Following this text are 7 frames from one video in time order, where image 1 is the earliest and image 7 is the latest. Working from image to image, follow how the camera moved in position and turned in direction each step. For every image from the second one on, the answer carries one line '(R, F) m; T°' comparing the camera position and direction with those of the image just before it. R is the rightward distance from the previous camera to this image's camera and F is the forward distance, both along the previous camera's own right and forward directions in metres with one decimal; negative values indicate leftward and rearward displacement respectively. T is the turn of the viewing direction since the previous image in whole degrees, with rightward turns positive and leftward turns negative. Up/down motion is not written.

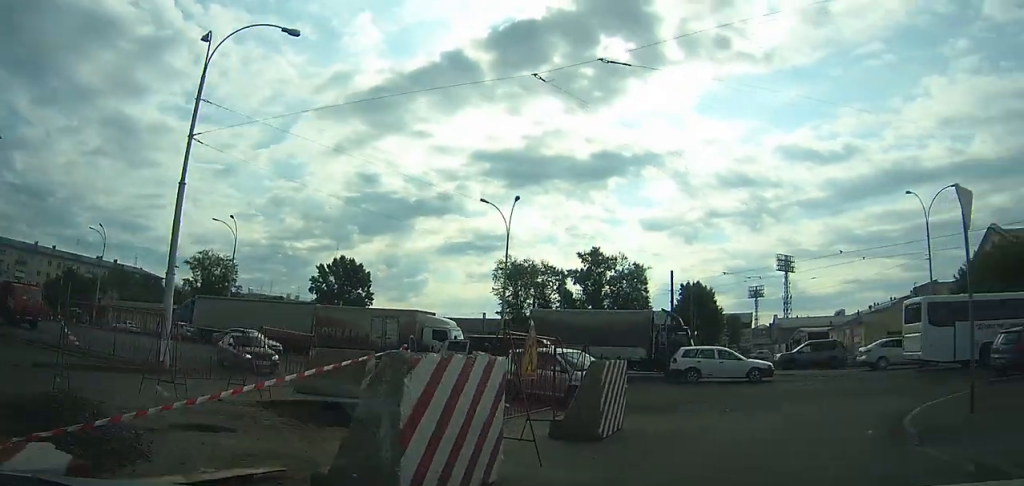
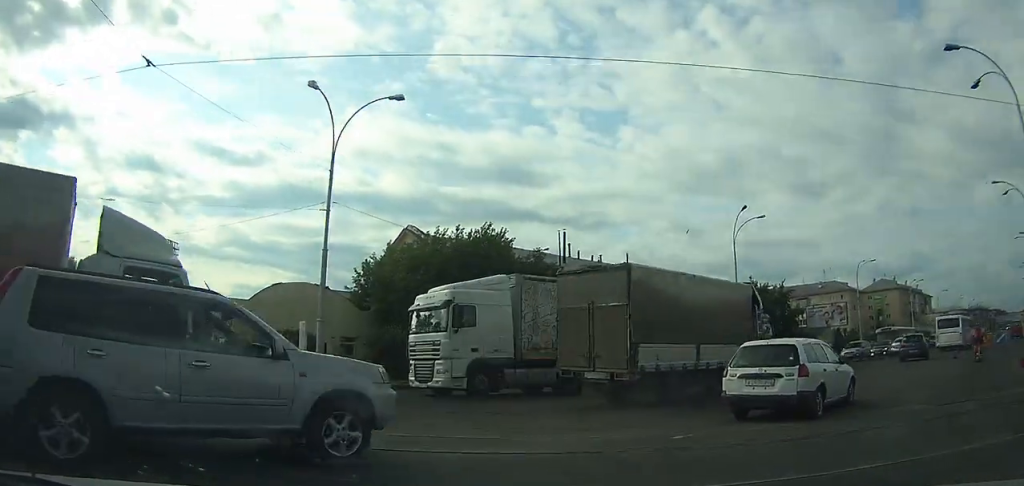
(+7.6, +13.0) m; +78°
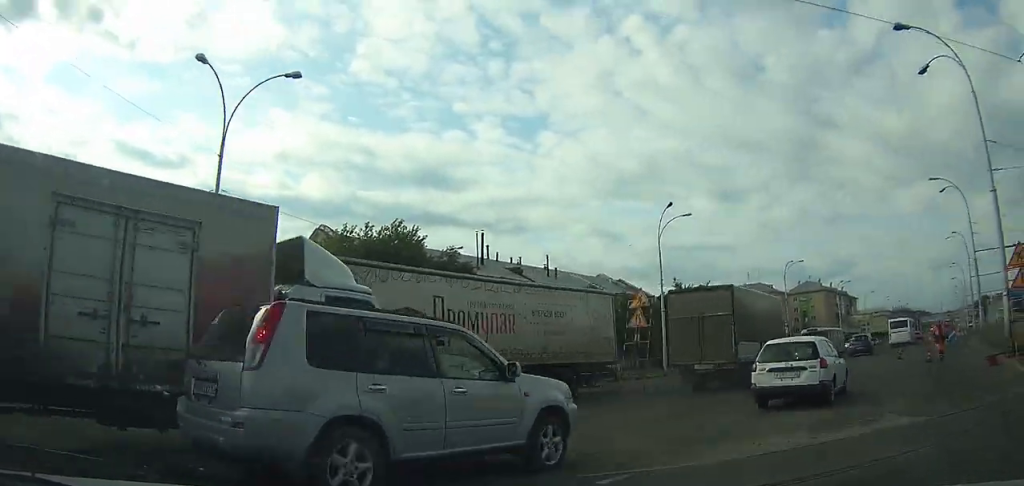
(+0.4, +3.4) m; +12°
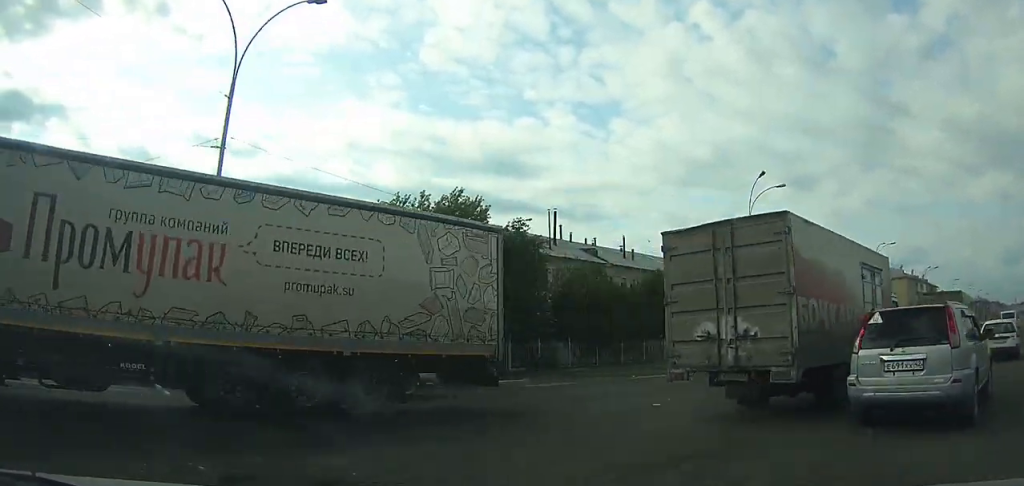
(+1.4, +8.1) m; +14°
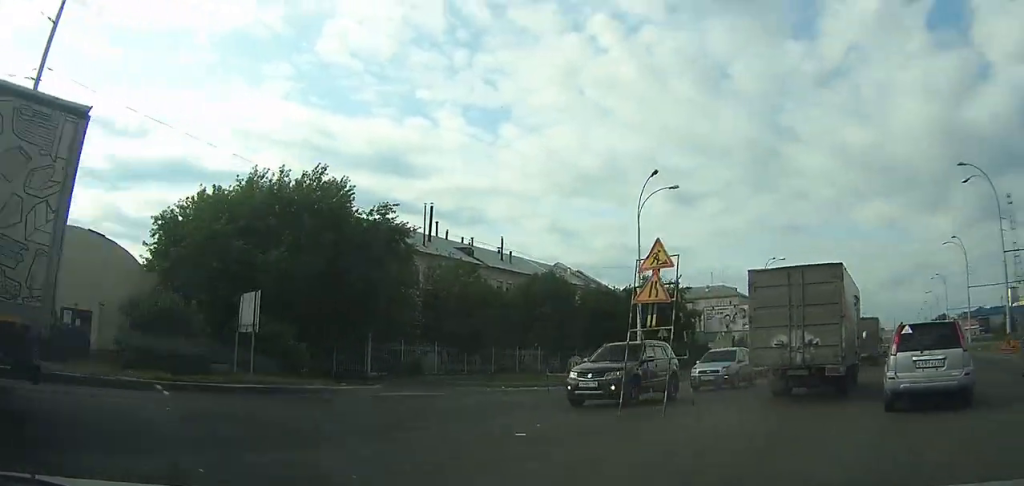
(+0.2, +4.6) m; +5°
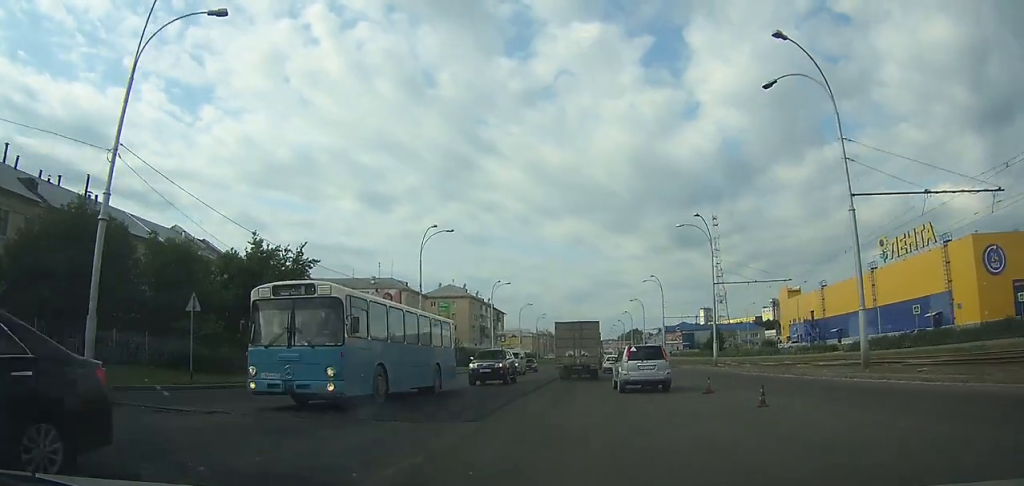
(+2.5, +22.6) m; +10°
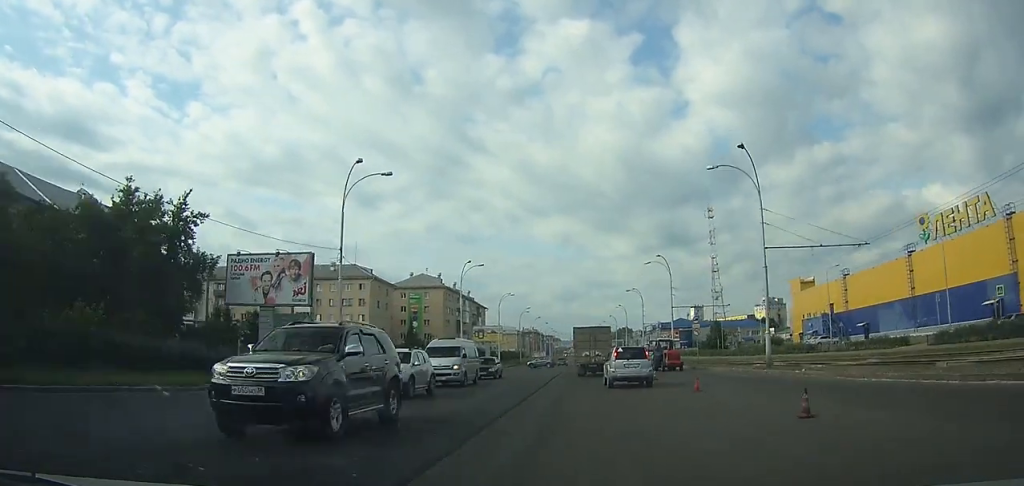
(+0.5, +14.4) m; +2°
